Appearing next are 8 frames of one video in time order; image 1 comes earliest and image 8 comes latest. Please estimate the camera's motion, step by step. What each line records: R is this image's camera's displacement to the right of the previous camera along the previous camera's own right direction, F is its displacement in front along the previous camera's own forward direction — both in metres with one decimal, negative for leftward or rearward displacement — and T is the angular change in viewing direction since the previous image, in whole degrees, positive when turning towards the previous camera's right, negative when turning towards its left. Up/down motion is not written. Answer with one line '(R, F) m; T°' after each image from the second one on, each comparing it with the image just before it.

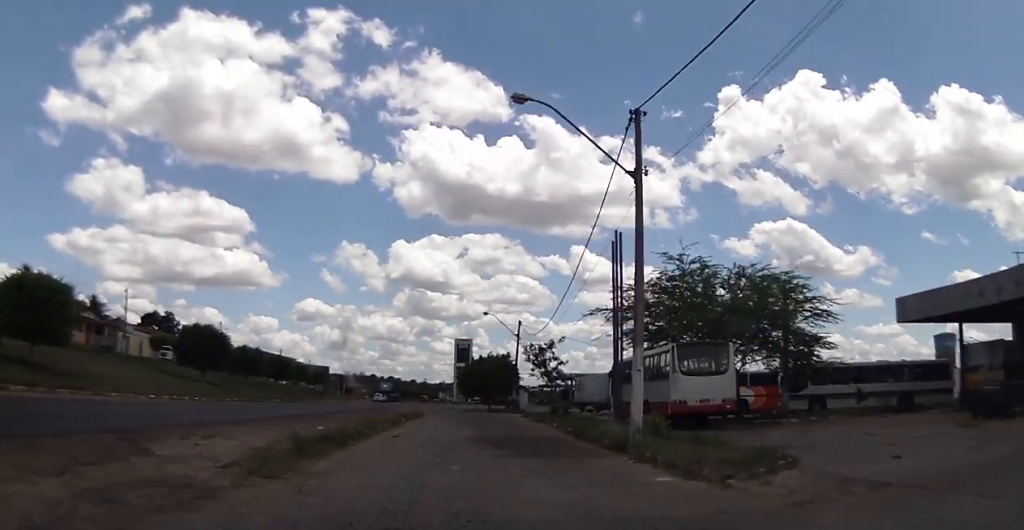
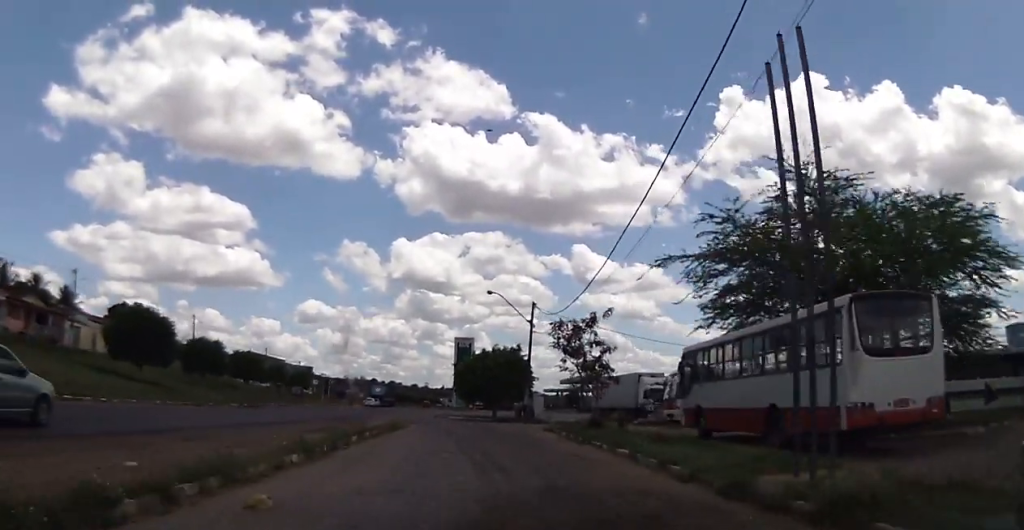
(-0.9, +12.6) m; -4°
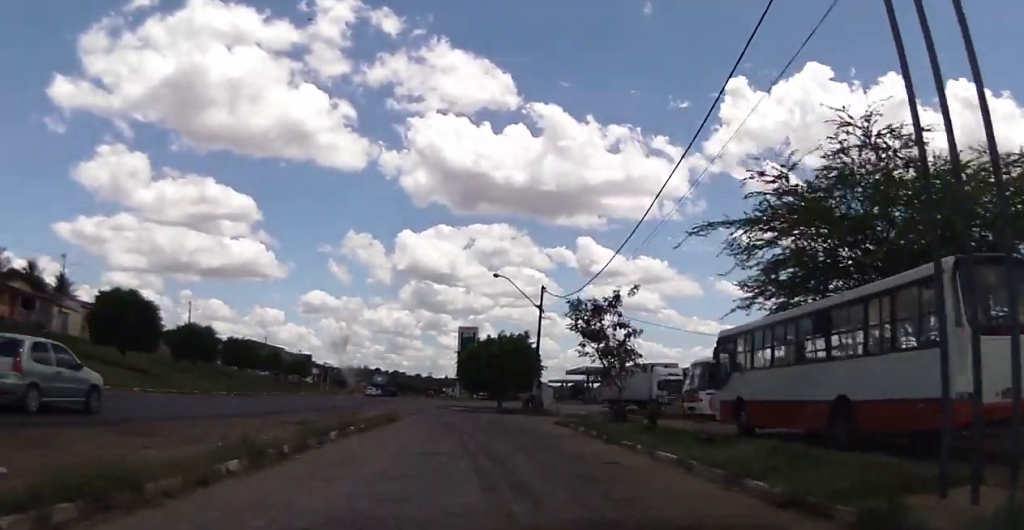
(+0.1, +3.2) m; +1°
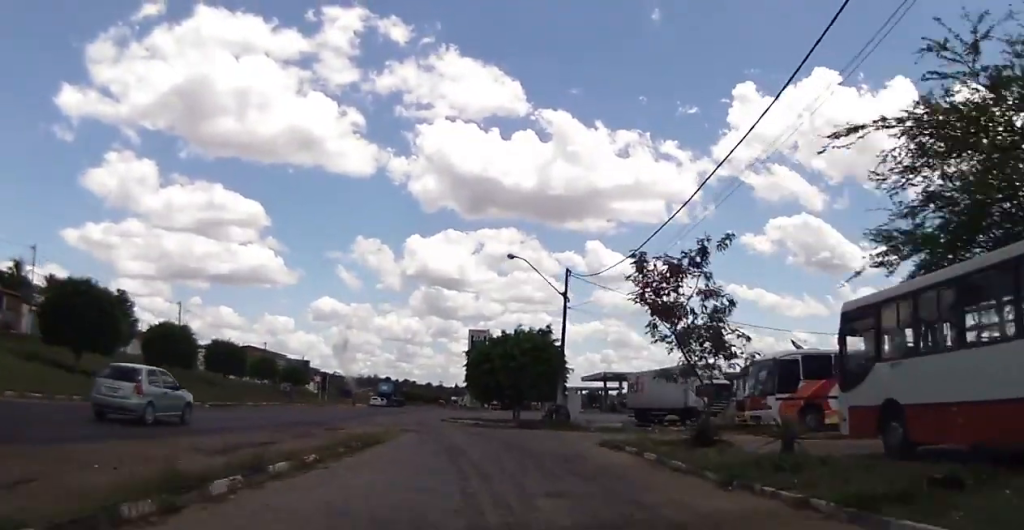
(+0.4, +7.0) m; +3°
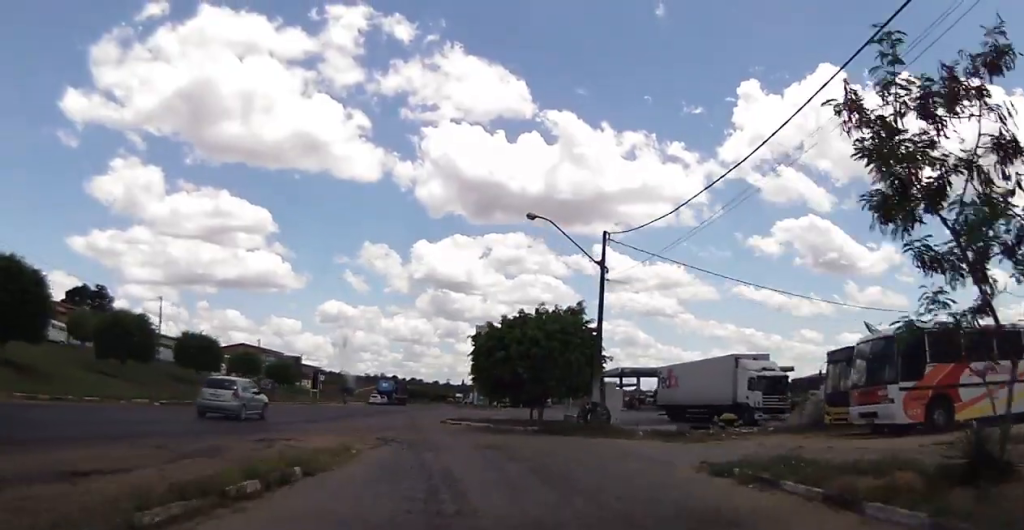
(-0.1, +8.1) m; -3°
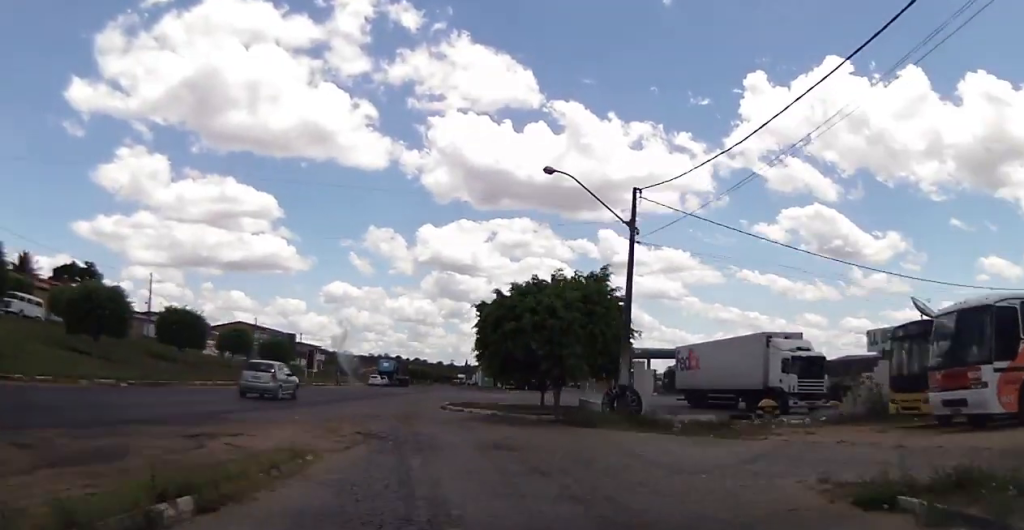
(-0.1, +4.1) m; -3°
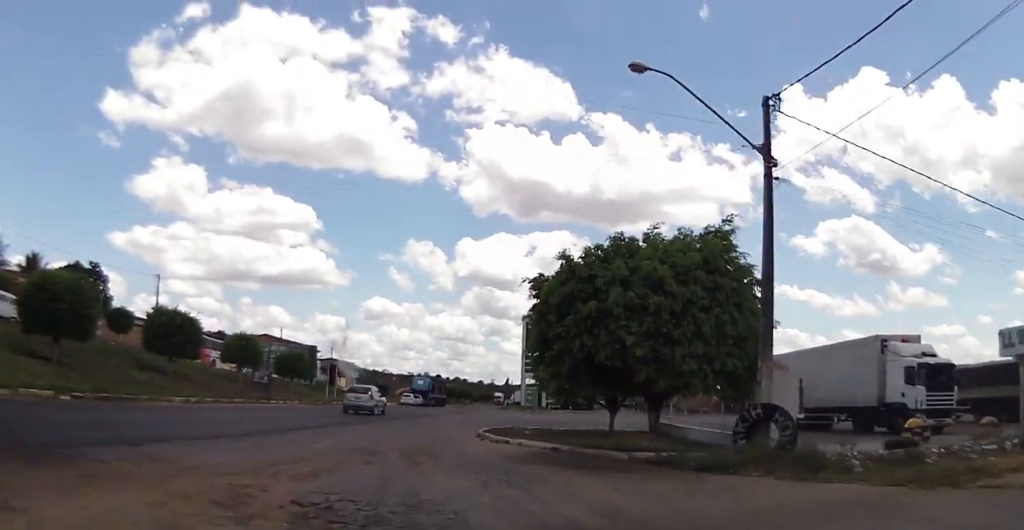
(-0.5, +8.1) m; -5°
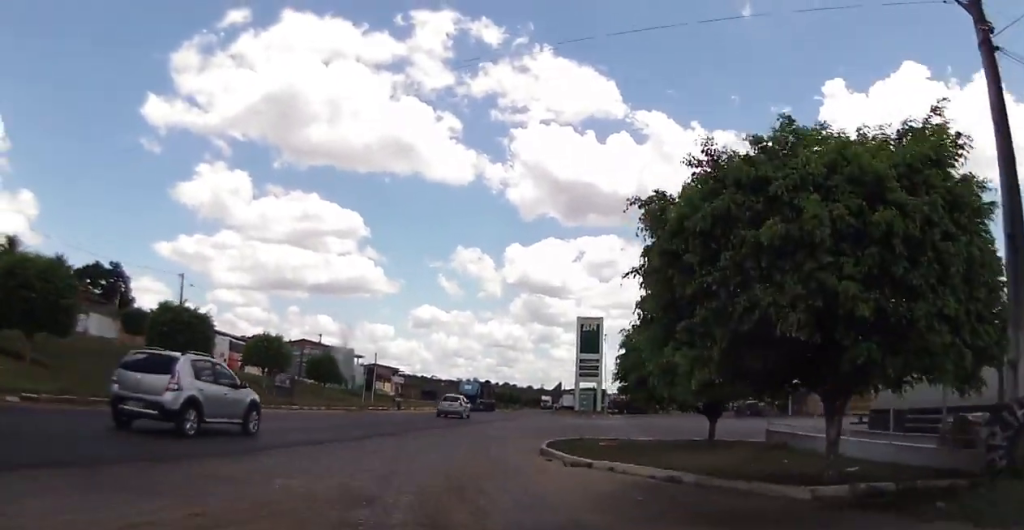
(-0.1, +6.2) m; -1°
